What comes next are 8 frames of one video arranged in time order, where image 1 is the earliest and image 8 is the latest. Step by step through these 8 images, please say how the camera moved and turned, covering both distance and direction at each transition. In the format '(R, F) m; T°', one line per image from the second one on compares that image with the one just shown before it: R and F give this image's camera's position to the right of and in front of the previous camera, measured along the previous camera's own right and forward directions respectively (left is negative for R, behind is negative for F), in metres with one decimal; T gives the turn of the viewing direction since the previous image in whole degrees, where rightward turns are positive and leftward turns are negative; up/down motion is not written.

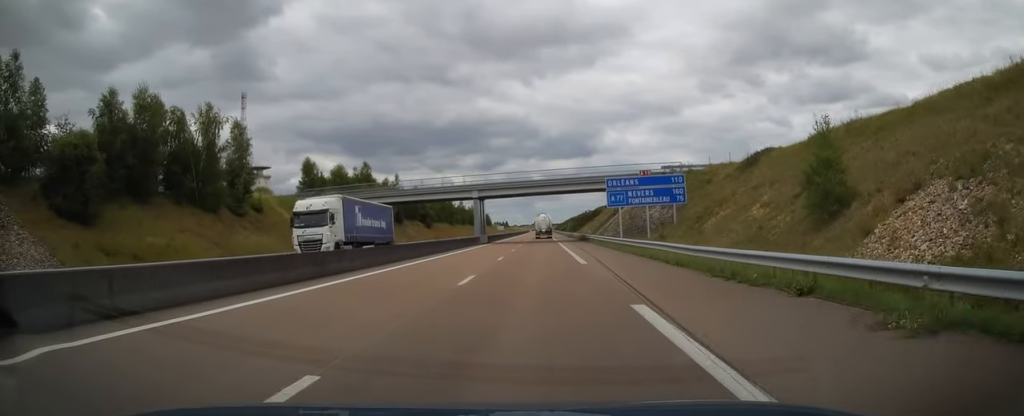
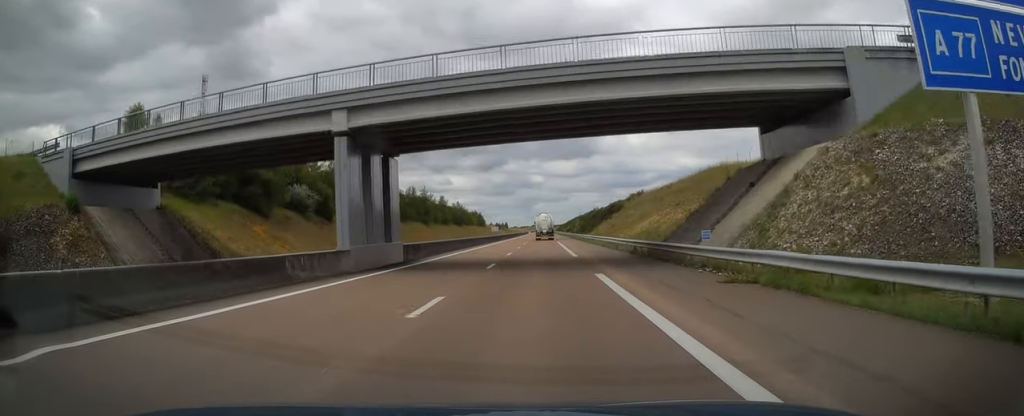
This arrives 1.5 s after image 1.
(+0.6, +44.5) m; 0°
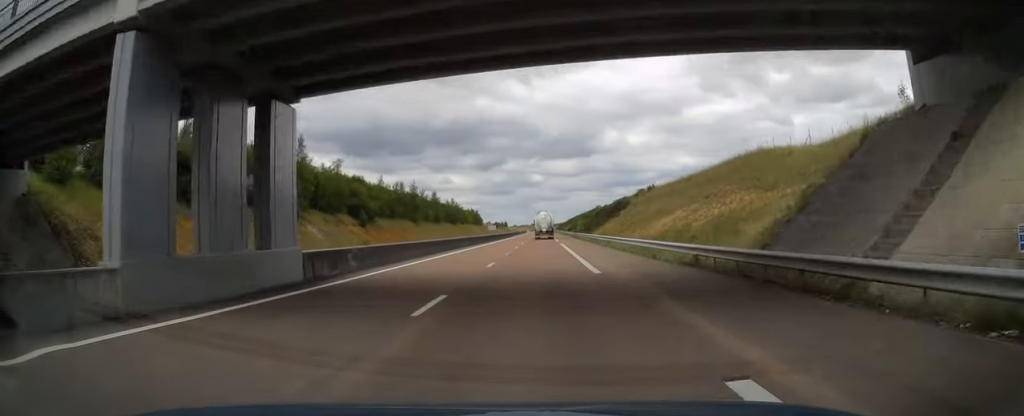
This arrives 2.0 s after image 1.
(+0.1, +12.7) m; 0°
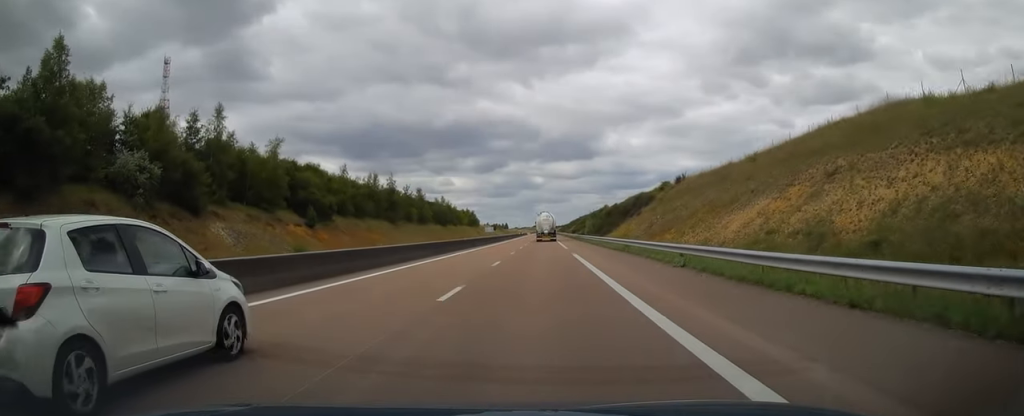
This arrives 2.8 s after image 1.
(-0.4, +23.6) m; 0°
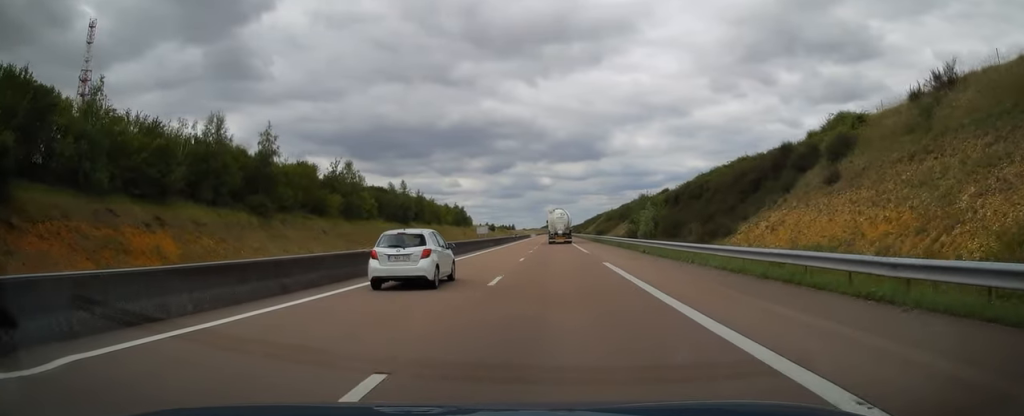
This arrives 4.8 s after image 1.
(+0.1, +60.3) m; -1°
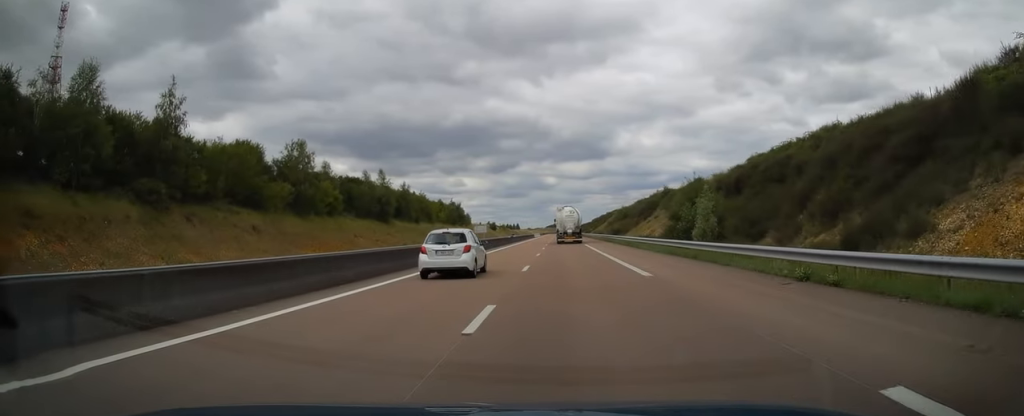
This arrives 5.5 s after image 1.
(-0.2, +20.3) m; 0°
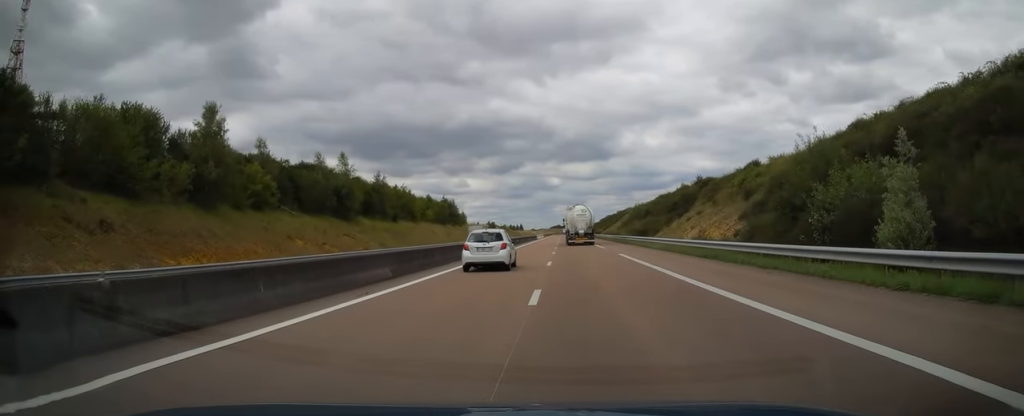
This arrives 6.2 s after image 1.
(0.0, +22.5) m; 0°
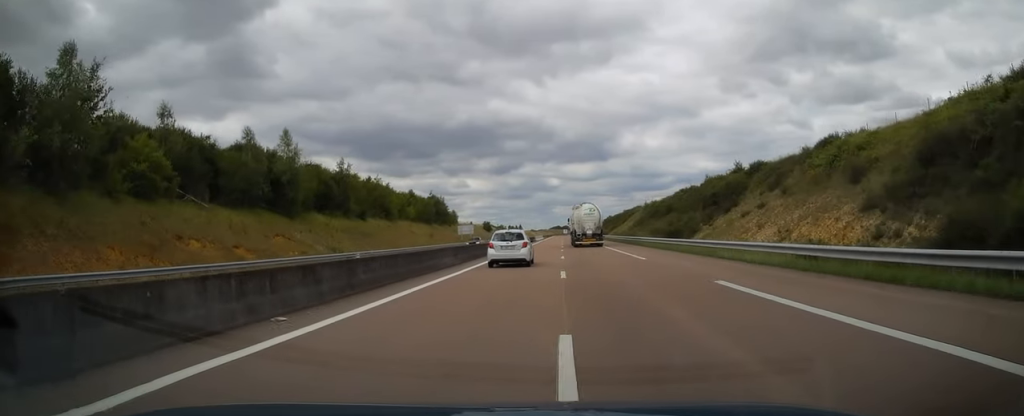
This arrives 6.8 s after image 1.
(+0.3, +19.1) m; 0°
